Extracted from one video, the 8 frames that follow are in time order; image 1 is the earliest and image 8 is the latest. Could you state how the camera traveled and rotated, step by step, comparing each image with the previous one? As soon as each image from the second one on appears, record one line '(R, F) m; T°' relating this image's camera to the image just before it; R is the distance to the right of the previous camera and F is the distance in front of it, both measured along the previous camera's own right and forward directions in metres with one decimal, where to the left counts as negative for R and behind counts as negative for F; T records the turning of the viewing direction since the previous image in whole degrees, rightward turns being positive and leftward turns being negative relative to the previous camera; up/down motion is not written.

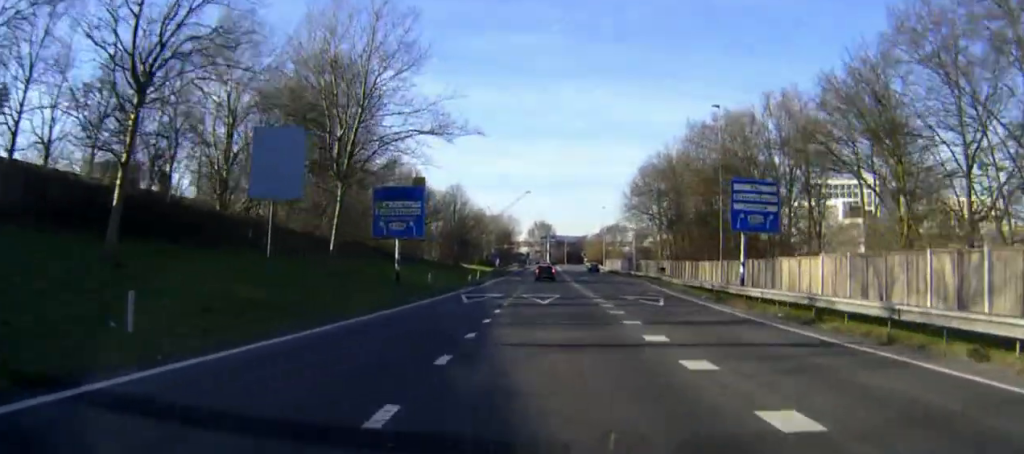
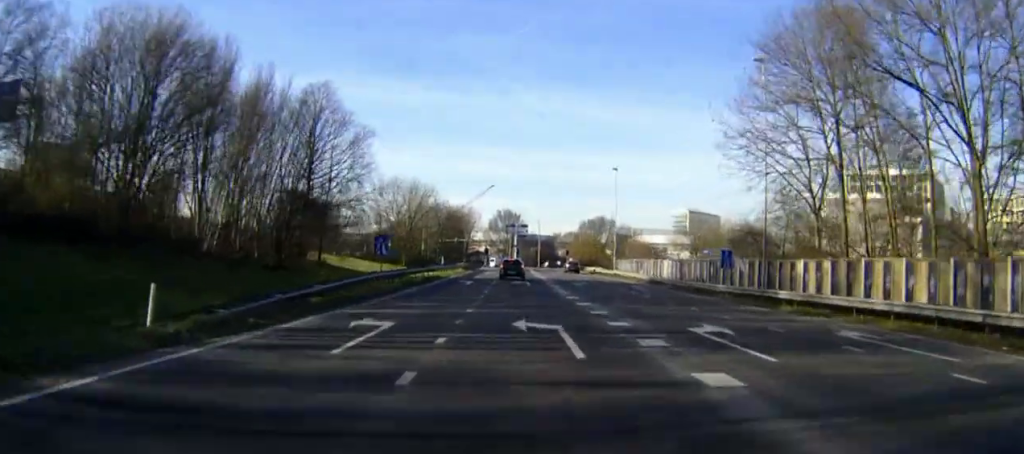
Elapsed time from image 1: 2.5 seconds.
(+1.6, +60.6) m; +2°
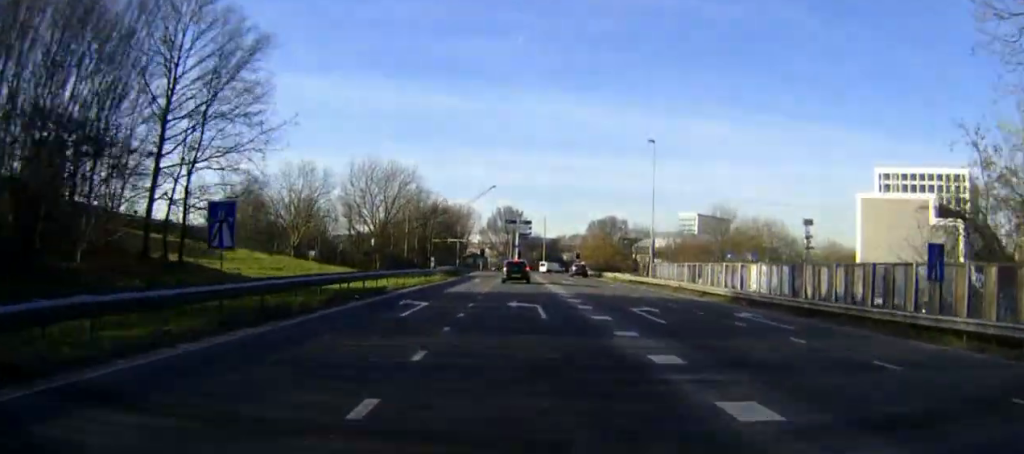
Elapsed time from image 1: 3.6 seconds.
(0.0, +21.9) m; 0°
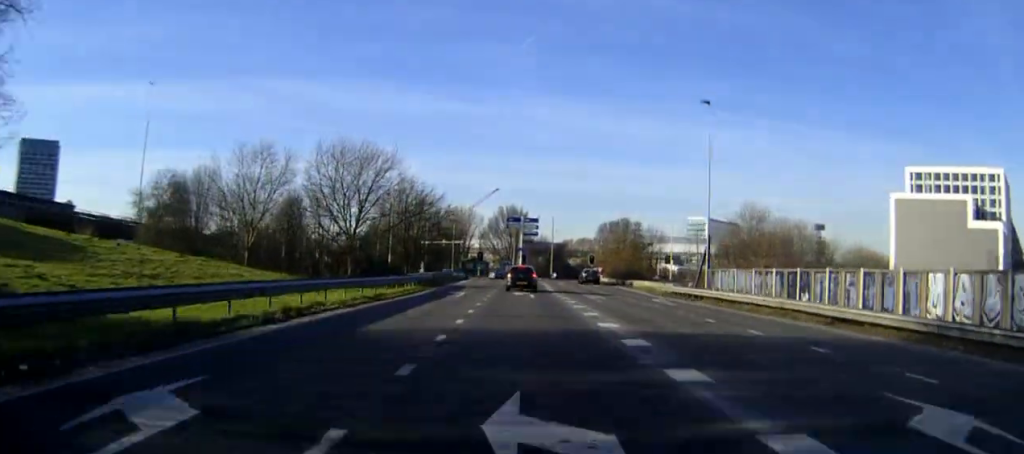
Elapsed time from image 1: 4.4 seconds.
(0.0, +16.7) m; 0°
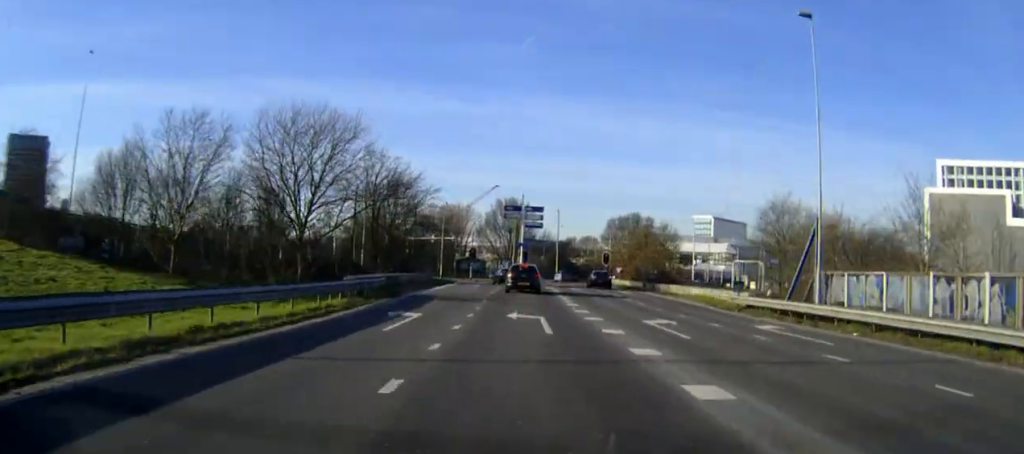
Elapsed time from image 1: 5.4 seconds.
(0.0, +17.1) m; 0°
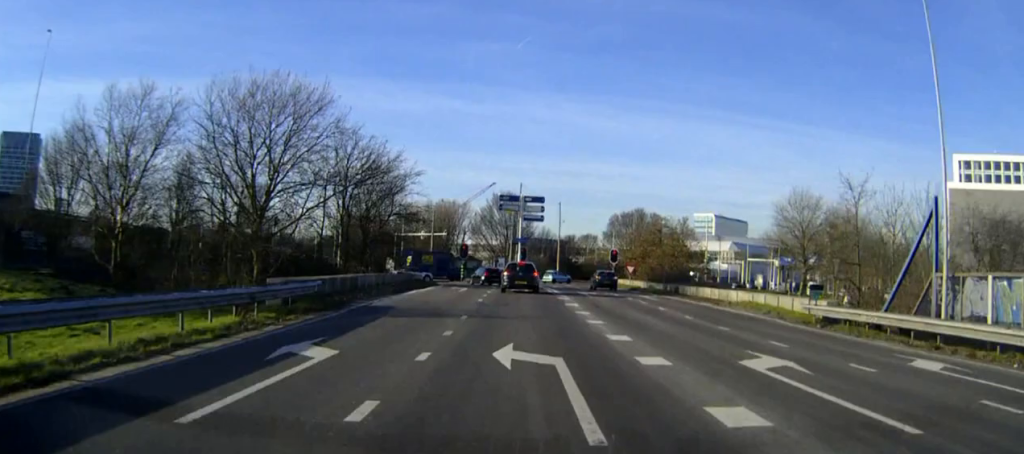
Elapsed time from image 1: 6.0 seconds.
(0.0, +9.2) m; 0°
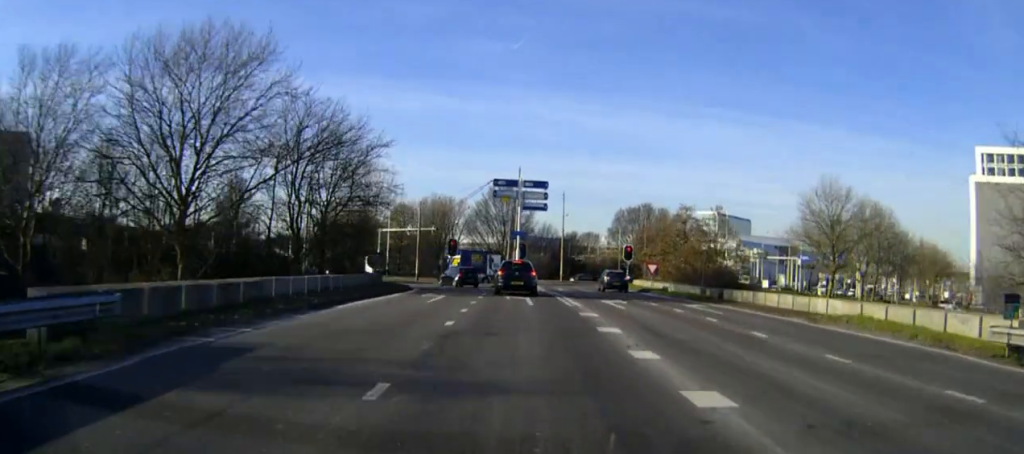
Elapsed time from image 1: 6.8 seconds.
(0.0, +10.8) m; 0°
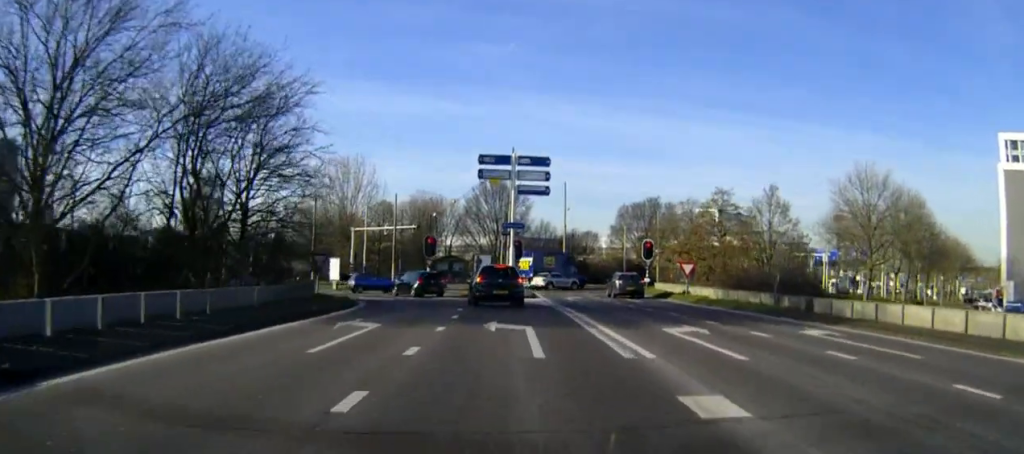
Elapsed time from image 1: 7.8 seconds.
(-0.1, +12.0) m; 0°
